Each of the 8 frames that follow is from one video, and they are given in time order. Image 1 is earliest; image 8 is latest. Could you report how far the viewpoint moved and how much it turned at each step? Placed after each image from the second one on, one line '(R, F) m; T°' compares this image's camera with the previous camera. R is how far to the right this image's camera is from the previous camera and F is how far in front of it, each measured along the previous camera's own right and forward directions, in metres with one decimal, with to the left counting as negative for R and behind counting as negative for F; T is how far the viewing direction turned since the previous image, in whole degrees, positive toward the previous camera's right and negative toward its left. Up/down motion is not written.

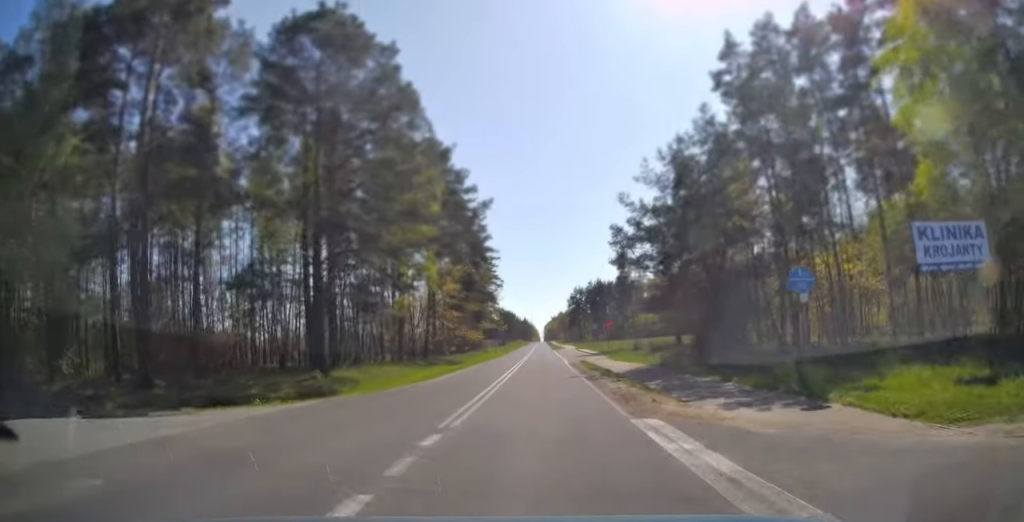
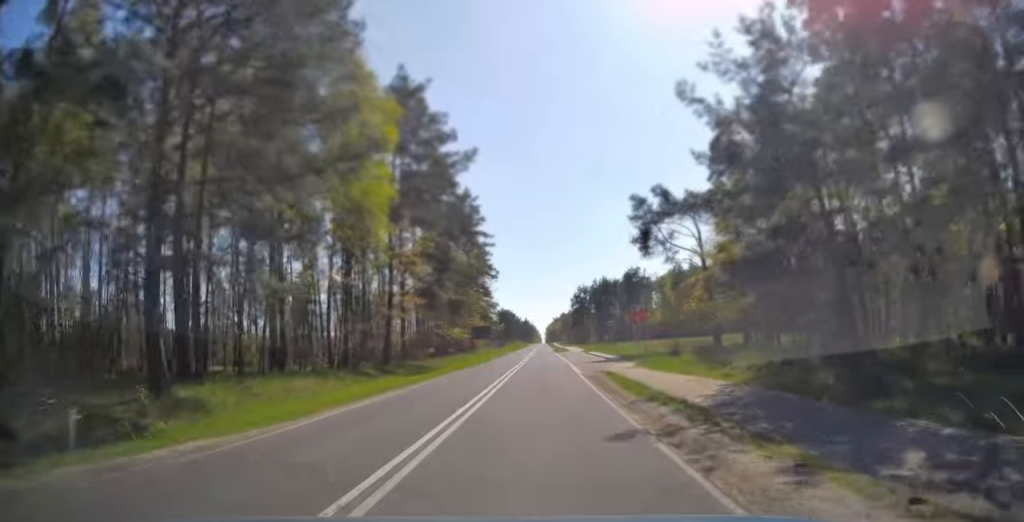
(-0.1, +14.6) m; 0°
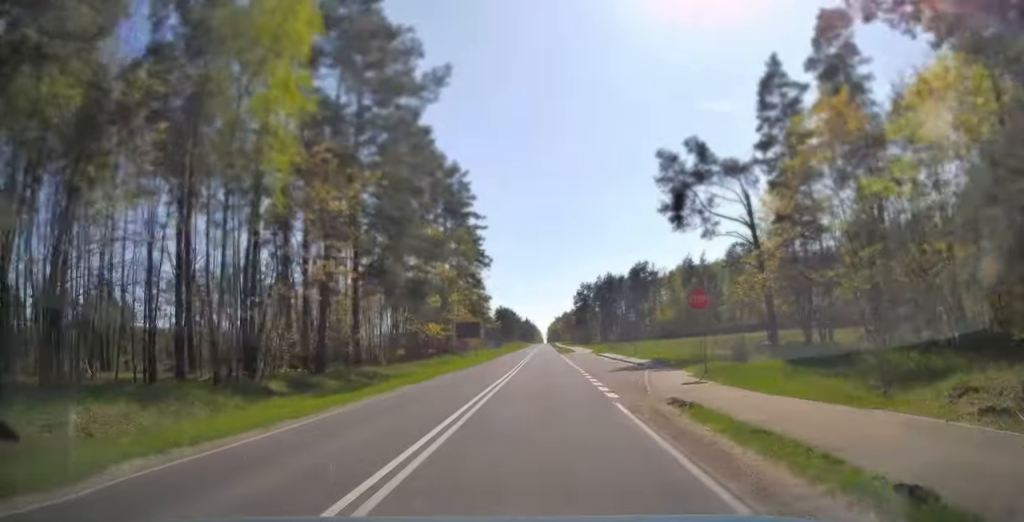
(0.0, +13.0) m; 0°
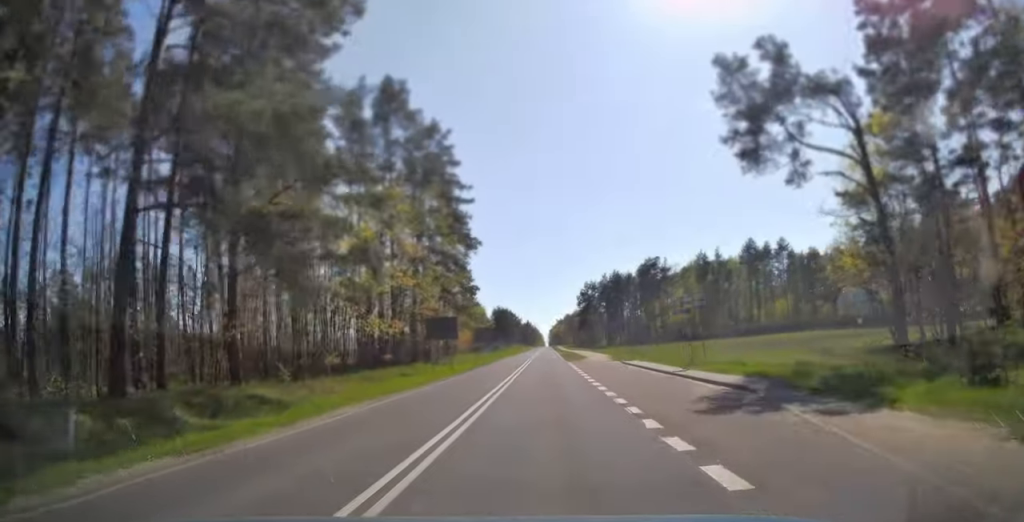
(0.0, +15.6) m; 0°
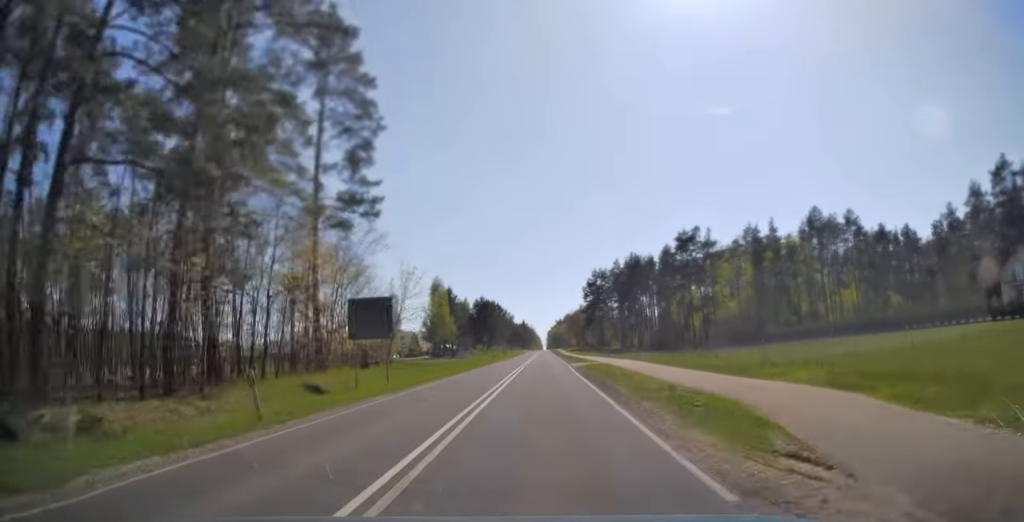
(0.0, +44.8) m; 0°
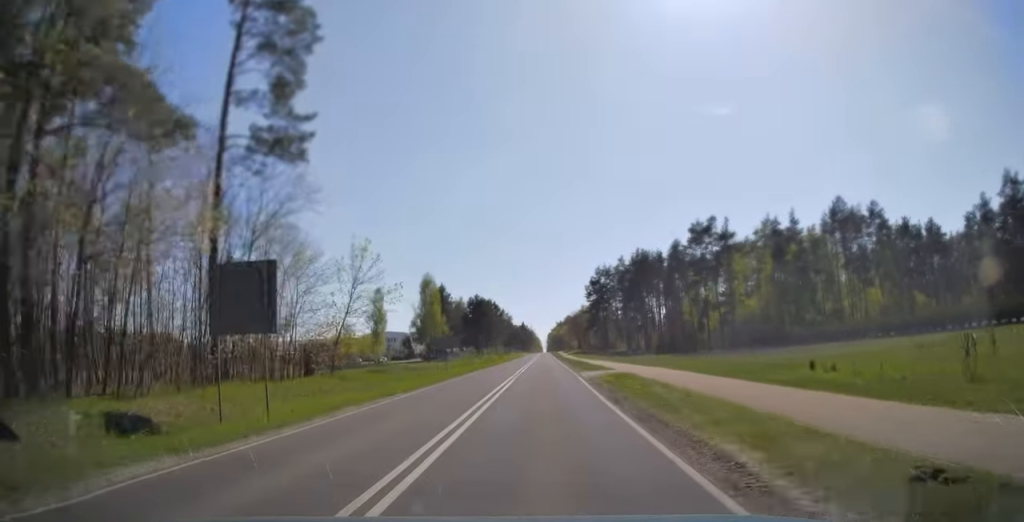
(0.0, +11.4) m; 0°
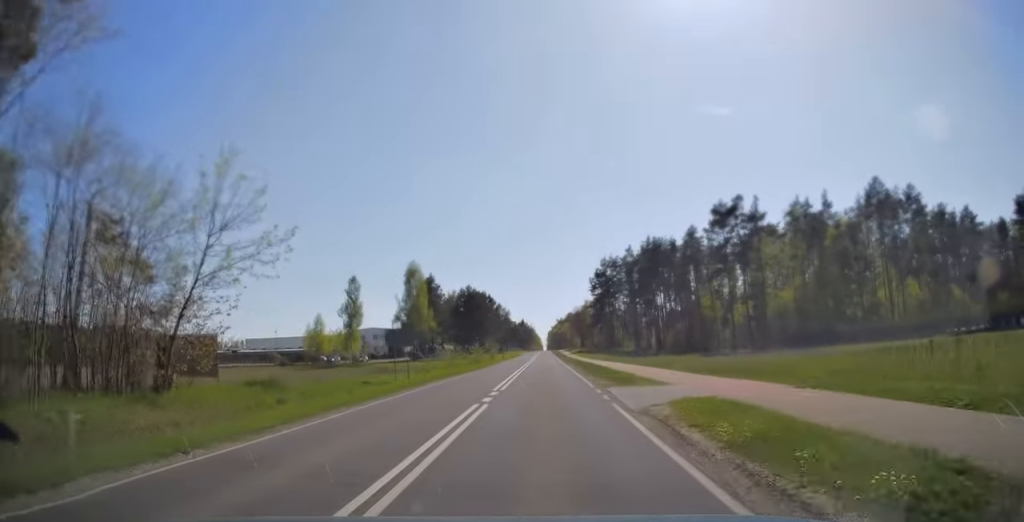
(0.0, +14.8) m; 0°
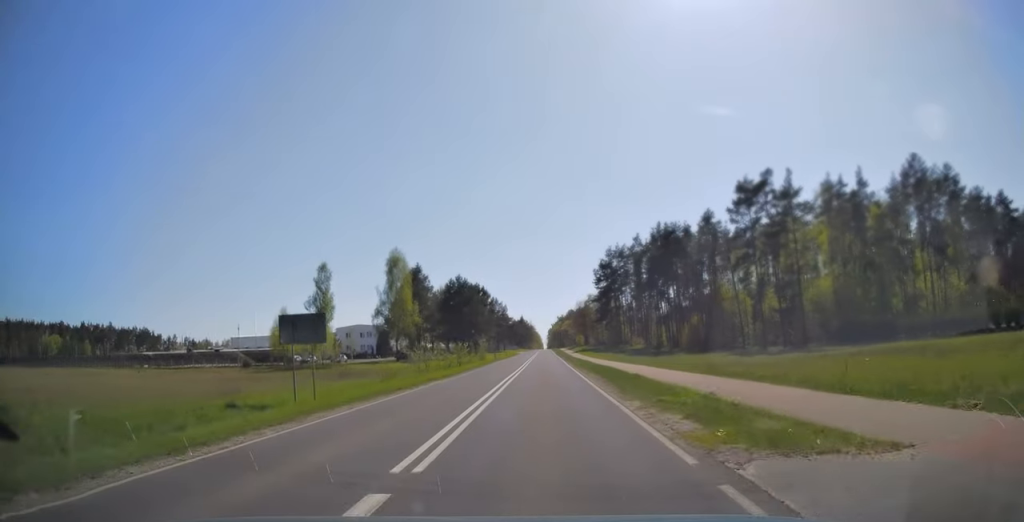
(0.0, +13.0) m; 0°
